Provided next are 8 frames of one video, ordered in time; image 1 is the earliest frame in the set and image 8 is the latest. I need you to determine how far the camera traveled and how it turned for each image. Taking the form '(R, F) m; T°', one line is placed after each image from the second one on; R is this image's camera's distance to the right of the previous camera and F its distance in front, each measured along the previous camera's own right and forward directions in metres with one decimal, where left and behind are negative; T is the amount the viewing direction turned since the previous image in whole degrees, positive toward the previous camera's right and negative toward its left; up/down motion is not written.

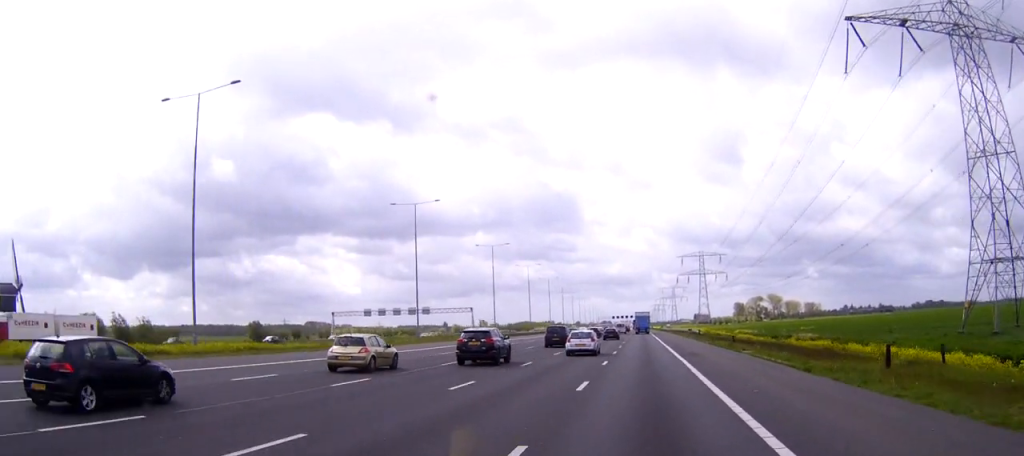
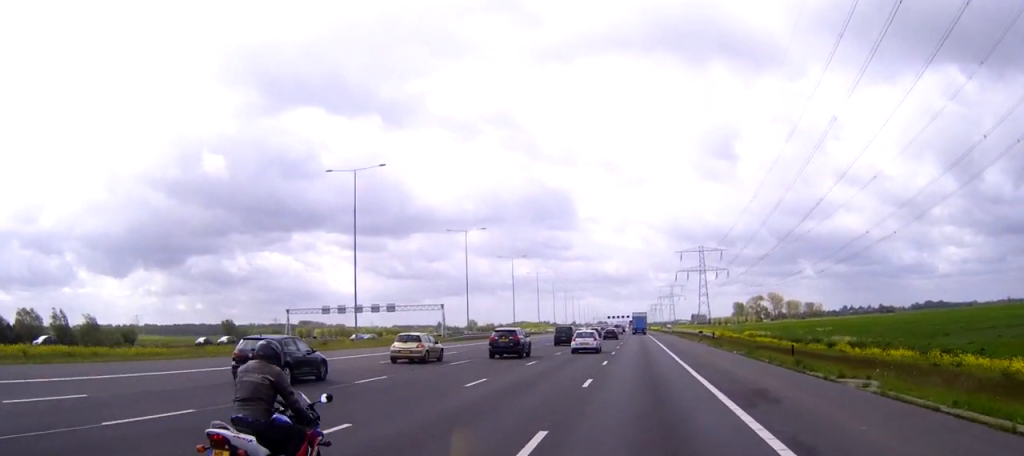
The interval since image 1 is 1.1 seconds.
(0.0, +22.5) m; 0°
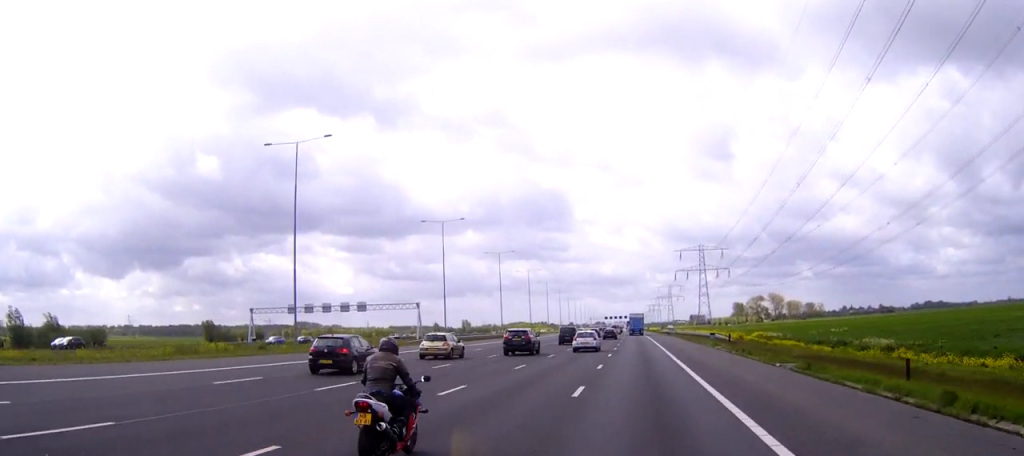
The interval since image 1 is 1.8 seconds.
(0.0, +15.2) m; 0°
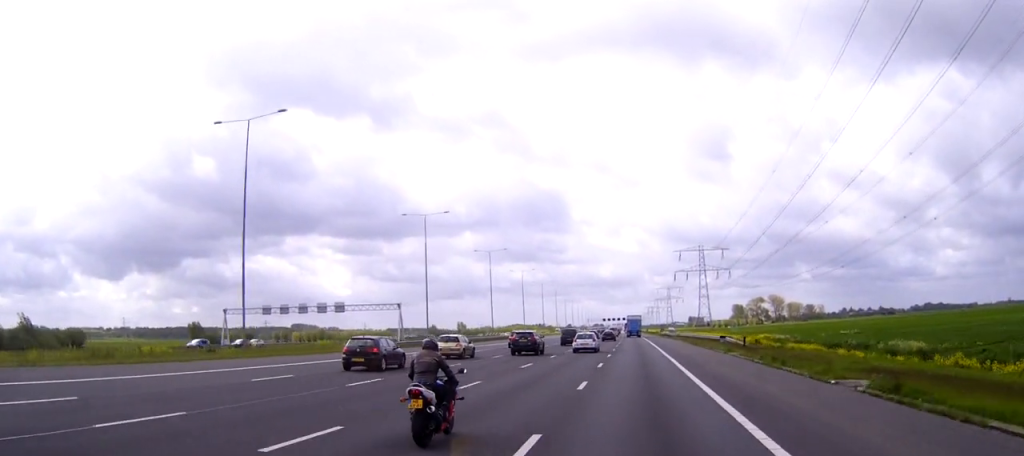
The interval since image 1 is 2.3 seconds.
(0.0, +9.6) m; 0°
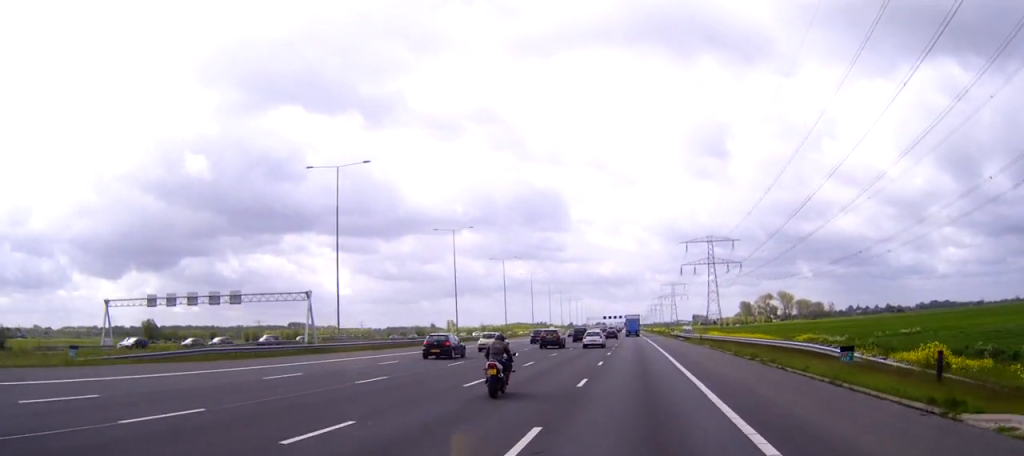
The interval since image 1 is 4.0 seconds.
(0.0, +35.5) m; 0°
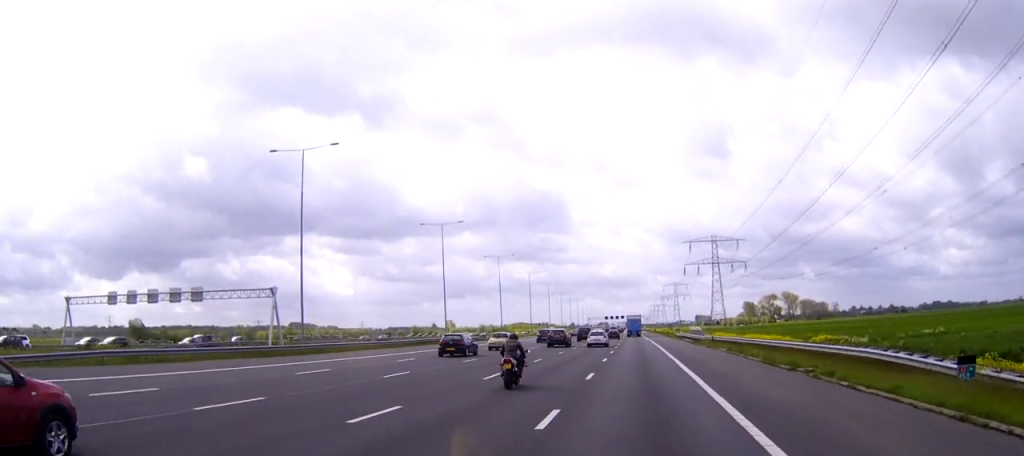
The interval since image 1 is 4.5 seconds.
(0.0, +9.5) m; 0°
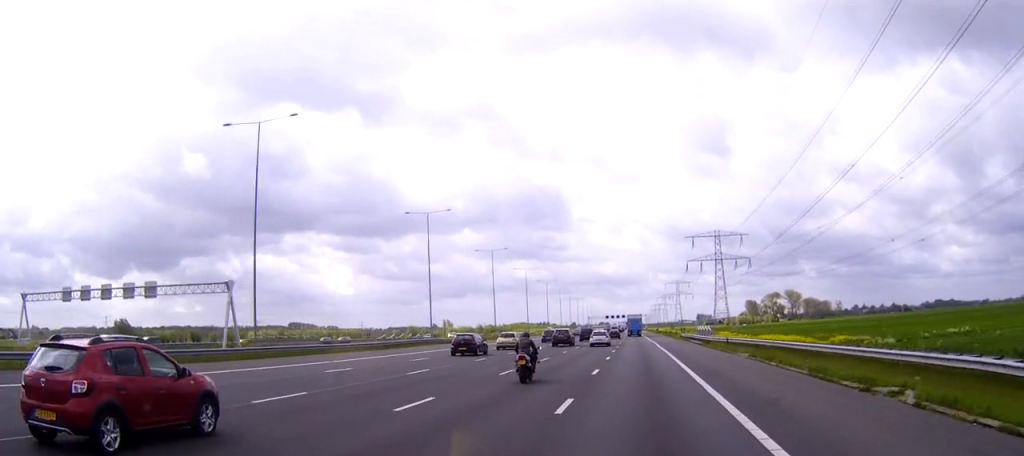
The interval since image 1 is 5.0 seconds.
(0.0, +9.6) m; 0°
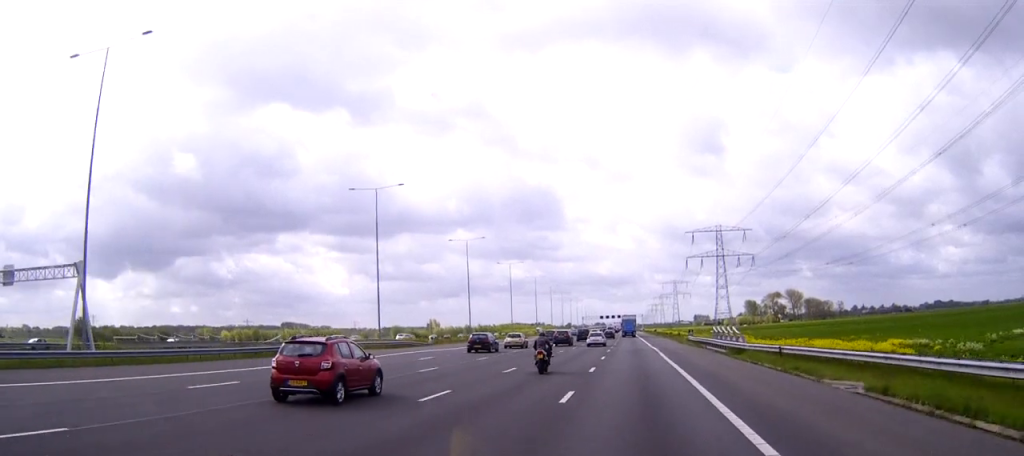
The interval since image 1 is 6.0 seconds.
(-0.1, +21.8) m; 0°
